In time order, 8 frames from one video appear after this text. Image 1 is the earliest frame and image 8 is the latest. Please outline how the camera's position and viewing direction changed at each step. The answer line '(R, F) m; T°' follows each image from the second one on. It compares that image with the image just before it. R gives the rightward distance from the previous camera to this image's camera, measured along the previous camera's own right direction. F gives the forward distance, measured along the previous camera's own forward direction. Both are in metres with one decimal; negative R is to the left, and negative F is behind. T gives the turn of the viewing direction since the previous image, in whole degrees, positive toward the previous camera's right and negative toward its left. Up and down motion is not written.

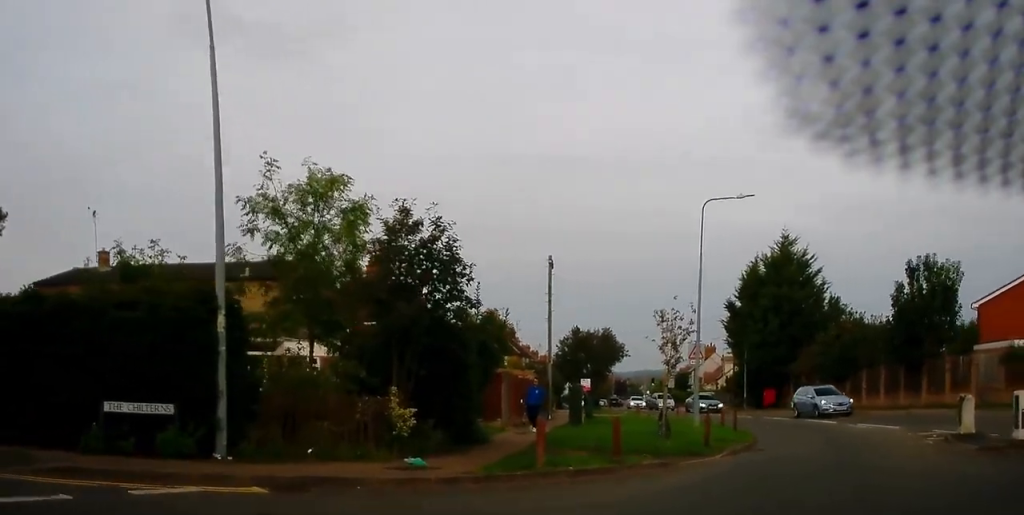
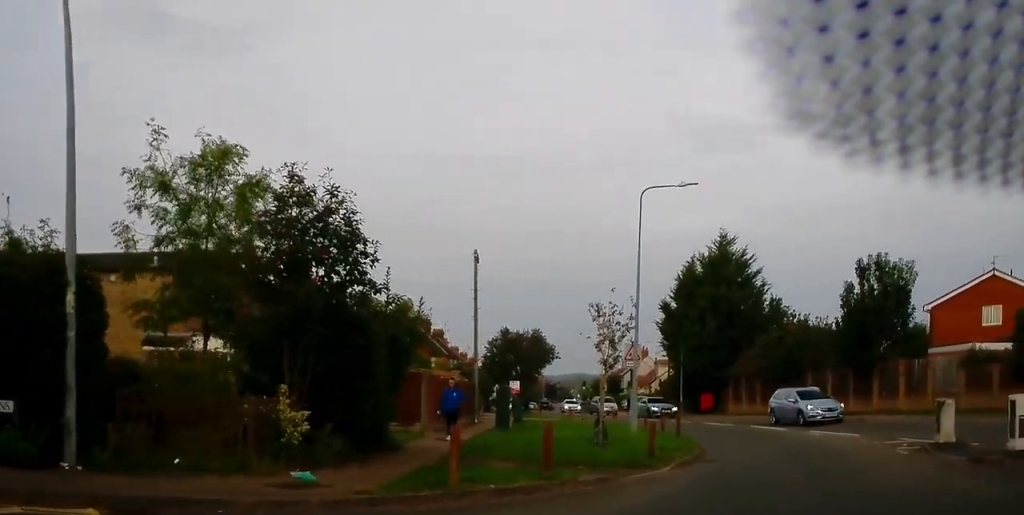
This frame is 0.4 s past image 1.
(-0.2, +2.3) m; +2°
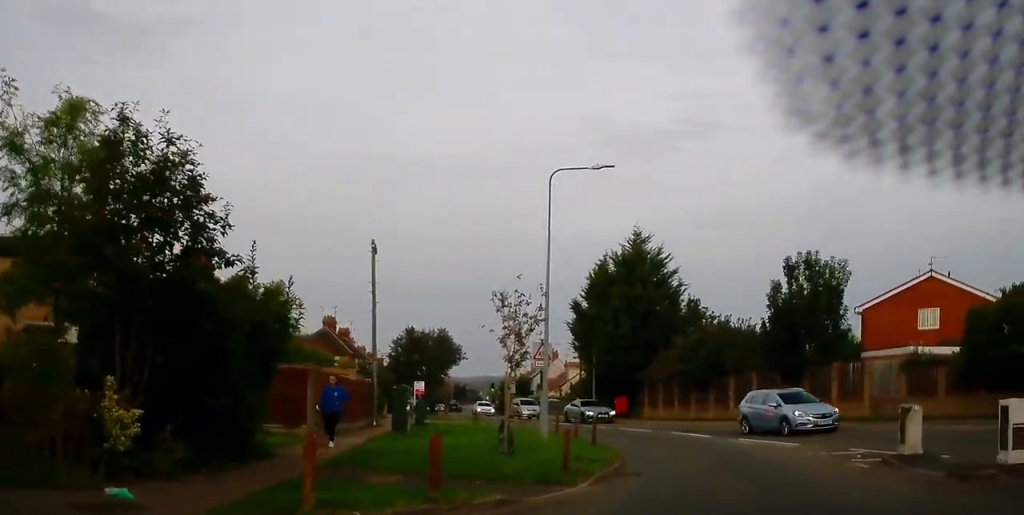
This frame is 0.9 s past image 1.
(-0.4, +2.6) m; +3°
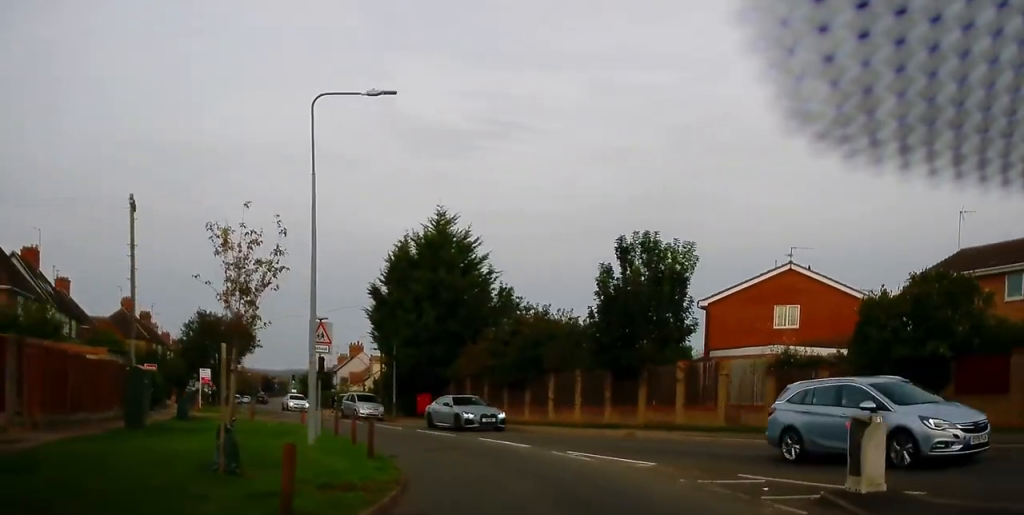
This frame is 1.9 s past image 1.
(+1.2, +5.4) m; +17°
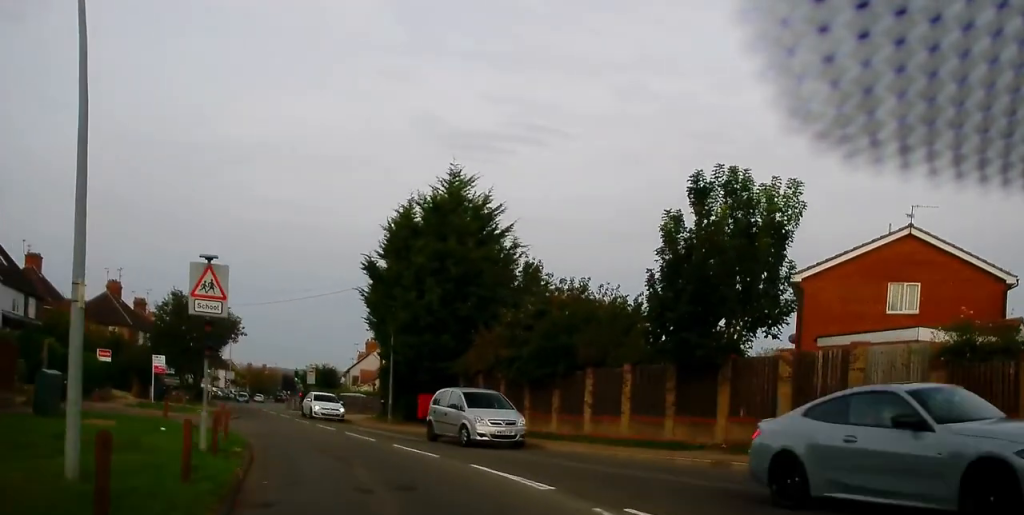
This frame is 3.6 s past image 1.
(+0.9, +9.6) m; 0°
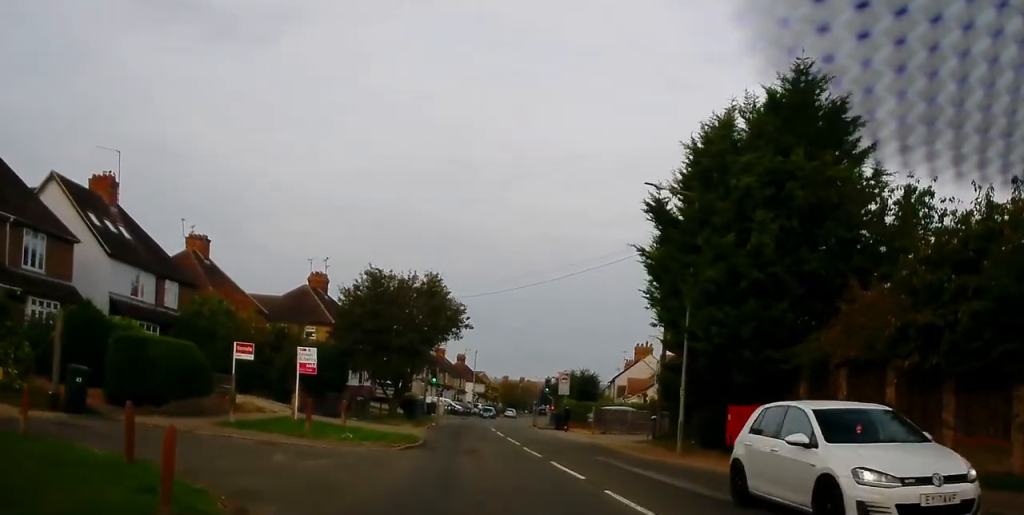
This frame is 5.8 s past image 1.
(-1.8, +13.9) m; -18°
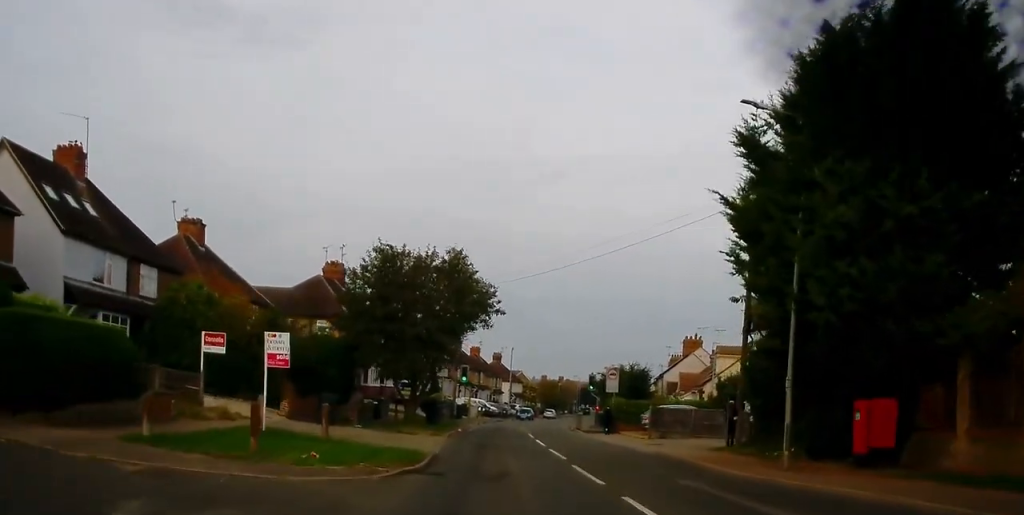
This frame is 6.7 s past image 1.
(-0.9, +6.4) m; -4°
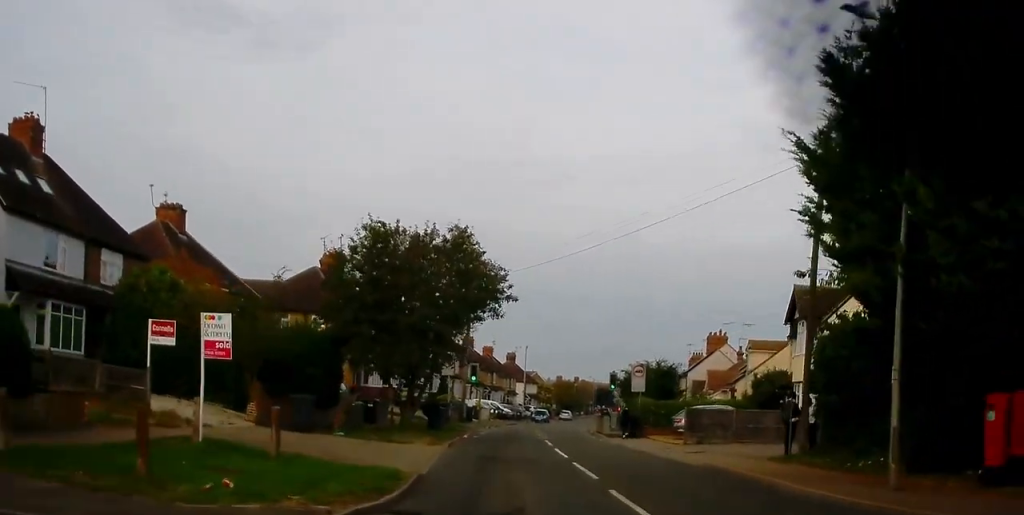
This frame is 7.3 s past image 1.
(+0.1, +4.6) m; -1°
